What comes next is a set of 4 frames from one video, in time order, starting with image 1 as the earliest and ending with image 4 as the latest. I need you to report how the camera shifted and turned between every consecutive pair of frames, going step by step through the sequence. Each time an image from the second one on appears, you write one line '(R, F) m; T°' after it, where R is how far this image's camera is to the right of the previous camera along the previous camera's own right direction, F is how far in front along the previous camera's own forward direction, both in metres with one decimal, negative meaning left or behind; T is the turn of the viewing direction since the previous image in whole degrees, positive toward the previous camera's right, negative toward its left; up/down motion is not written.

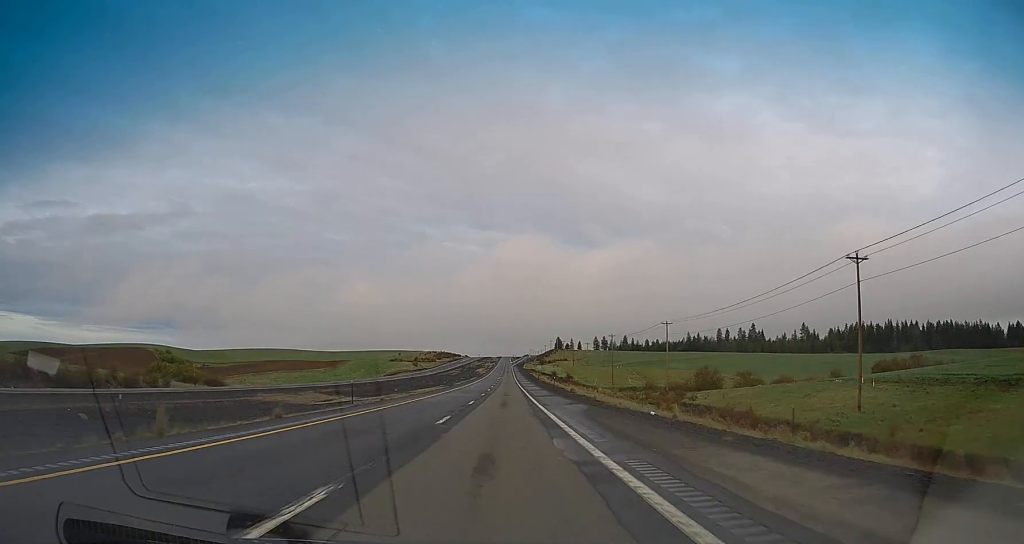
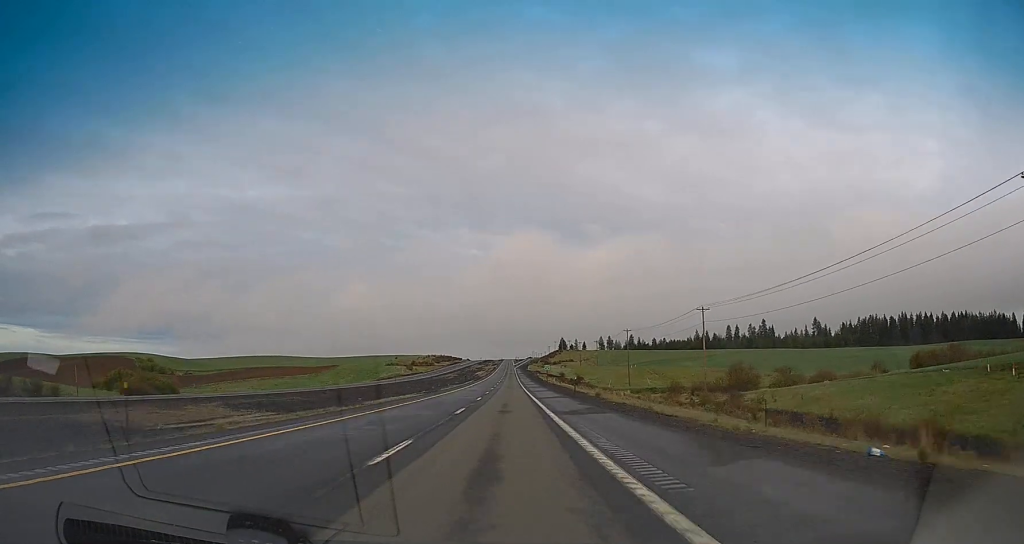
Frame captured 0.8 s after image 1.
(+0.1, +24.6) m; 0°
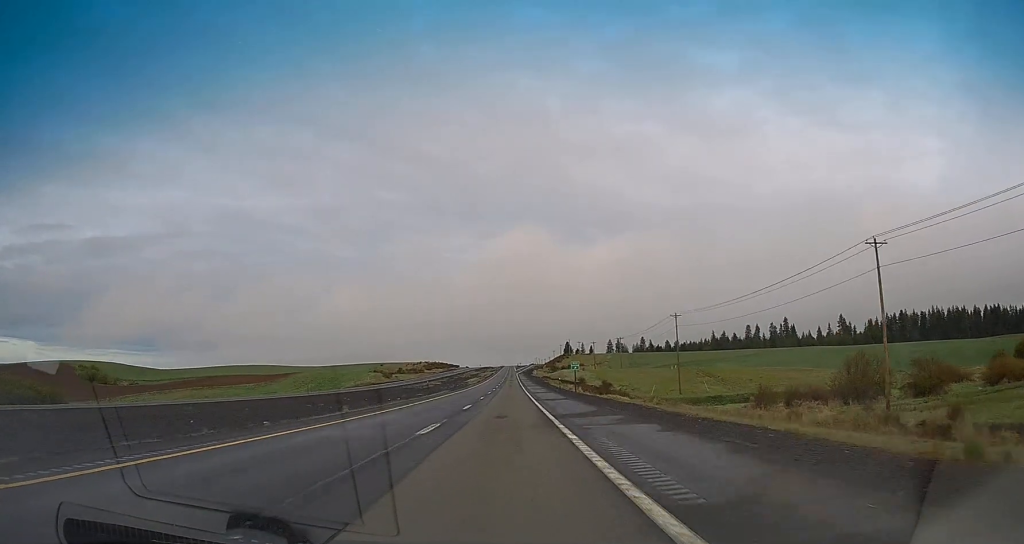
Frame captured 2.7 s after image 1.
(-0.6, +56.1) m; -1°
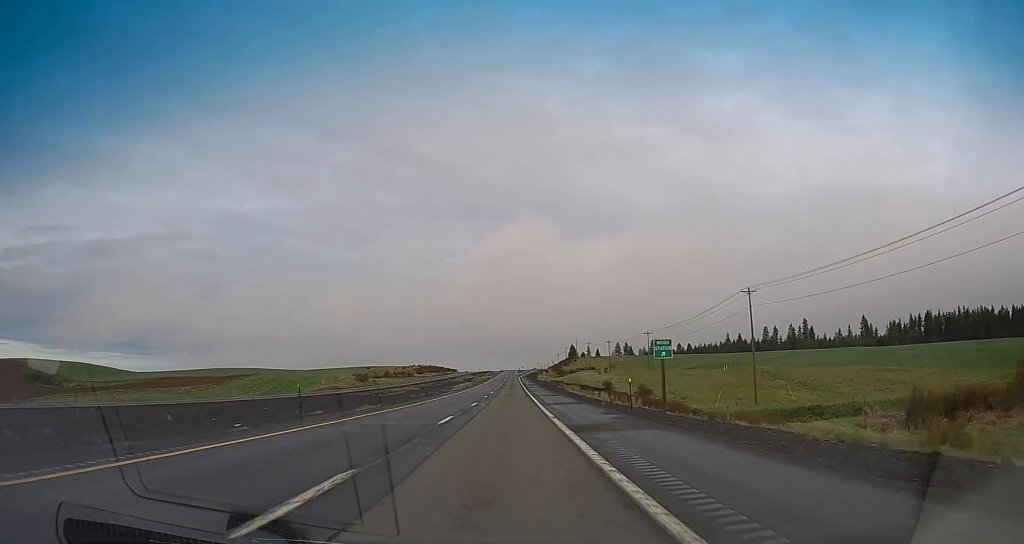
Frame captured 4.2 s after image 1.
(+0.2, +42.2) m; 0°
